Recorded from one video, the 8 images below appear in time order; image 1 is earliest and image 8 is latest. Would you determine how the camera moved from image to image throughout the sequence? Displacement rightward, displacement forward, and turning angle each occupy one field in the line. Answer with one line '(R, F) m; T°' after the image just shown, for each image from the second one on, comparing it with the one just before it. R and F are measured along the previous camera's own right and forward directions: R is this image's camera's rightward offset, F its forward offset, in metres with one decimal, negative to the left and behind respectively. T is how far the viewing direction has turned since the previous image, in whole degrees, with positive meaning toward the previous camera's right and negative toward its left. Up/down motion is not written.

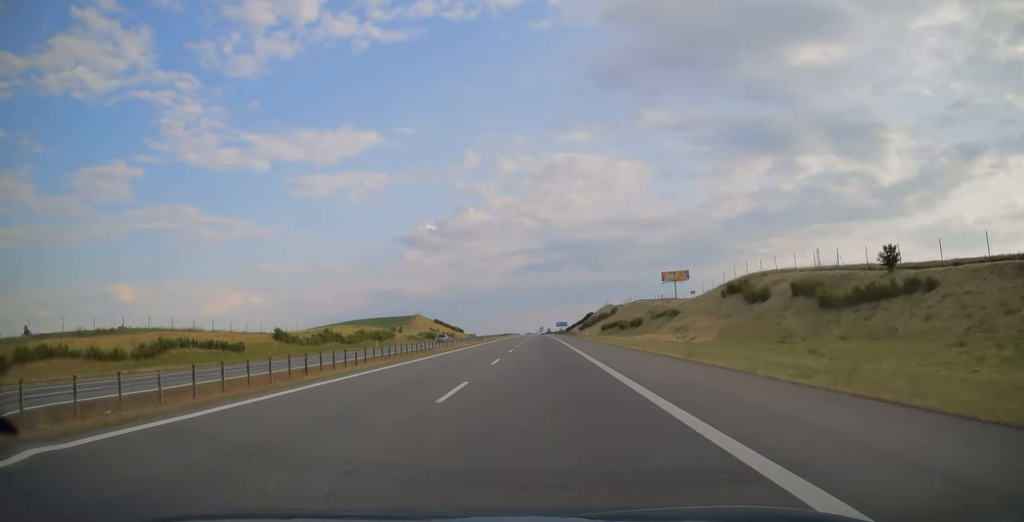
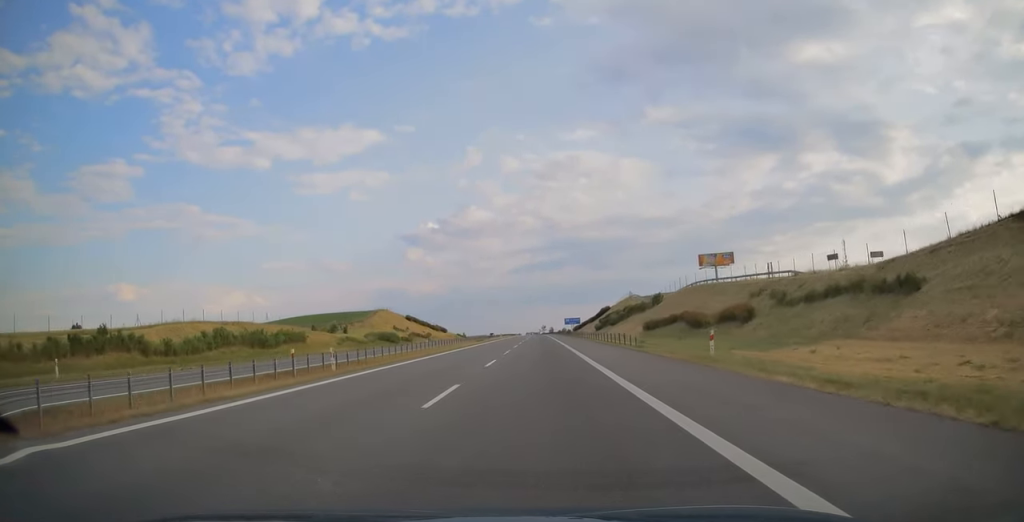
(-0.2, +60.7) m; 0°
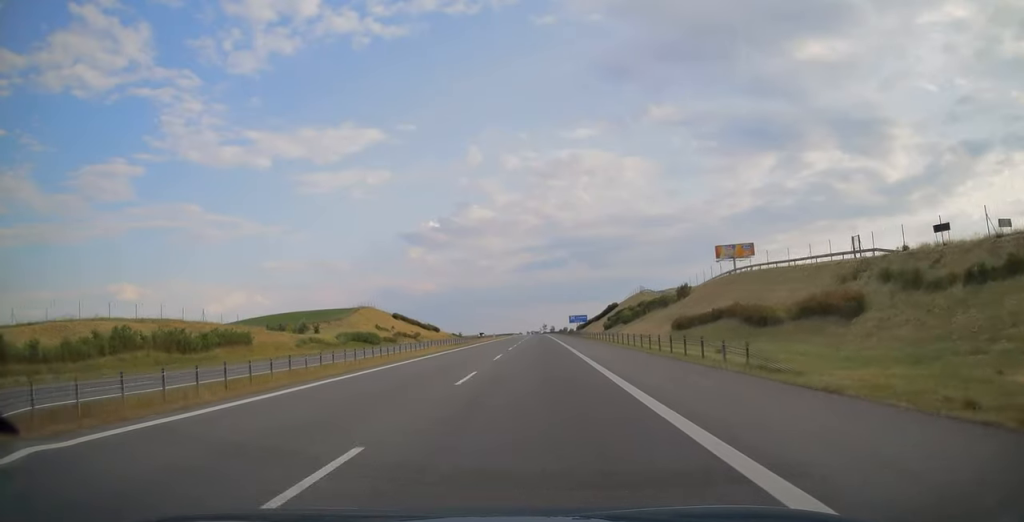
(0.0, +19.7) m; 0°
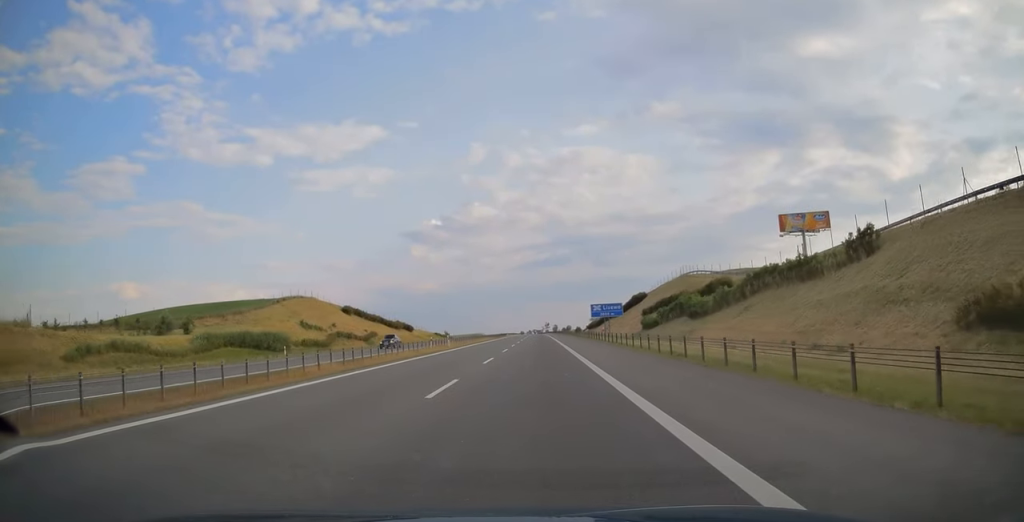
(-0.1, +51.0) m; 0°
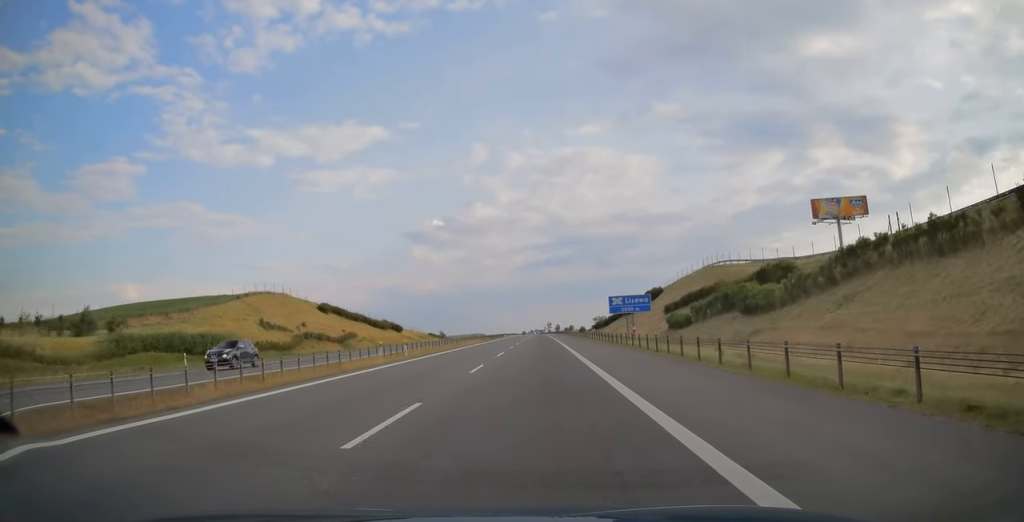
(0.0, +17.0) m; 0°
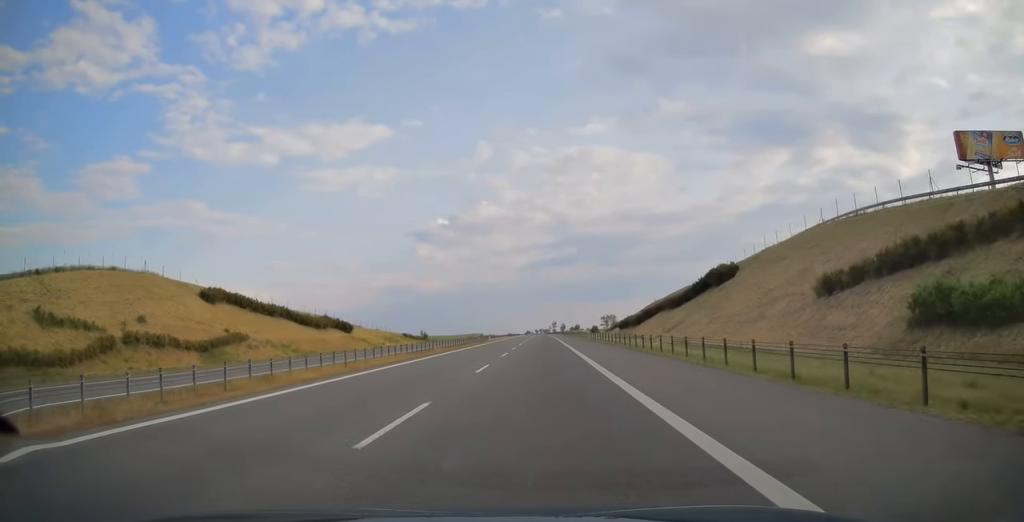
(-0.2, +47.6) m; 0°
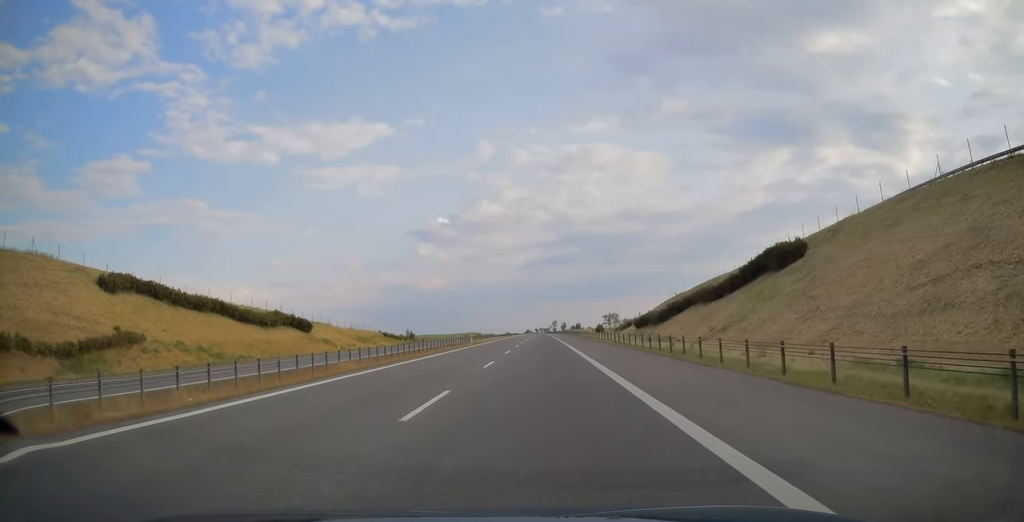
(0.0, +21.8) m; 0°
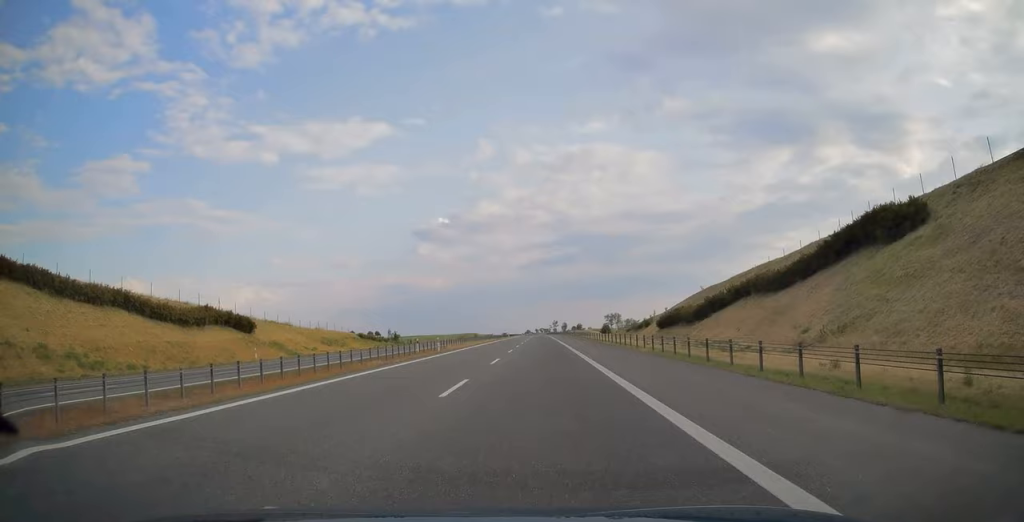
(0.0, +20.8) m; 0°
